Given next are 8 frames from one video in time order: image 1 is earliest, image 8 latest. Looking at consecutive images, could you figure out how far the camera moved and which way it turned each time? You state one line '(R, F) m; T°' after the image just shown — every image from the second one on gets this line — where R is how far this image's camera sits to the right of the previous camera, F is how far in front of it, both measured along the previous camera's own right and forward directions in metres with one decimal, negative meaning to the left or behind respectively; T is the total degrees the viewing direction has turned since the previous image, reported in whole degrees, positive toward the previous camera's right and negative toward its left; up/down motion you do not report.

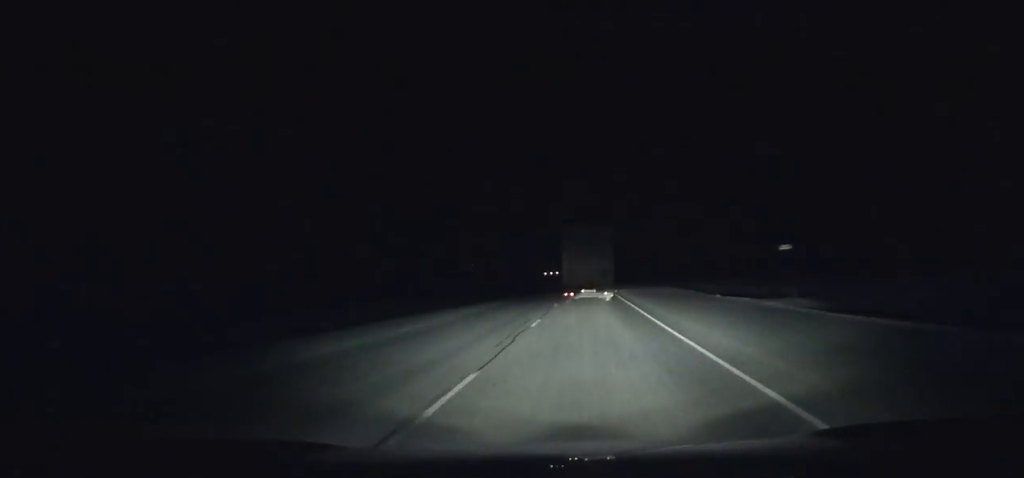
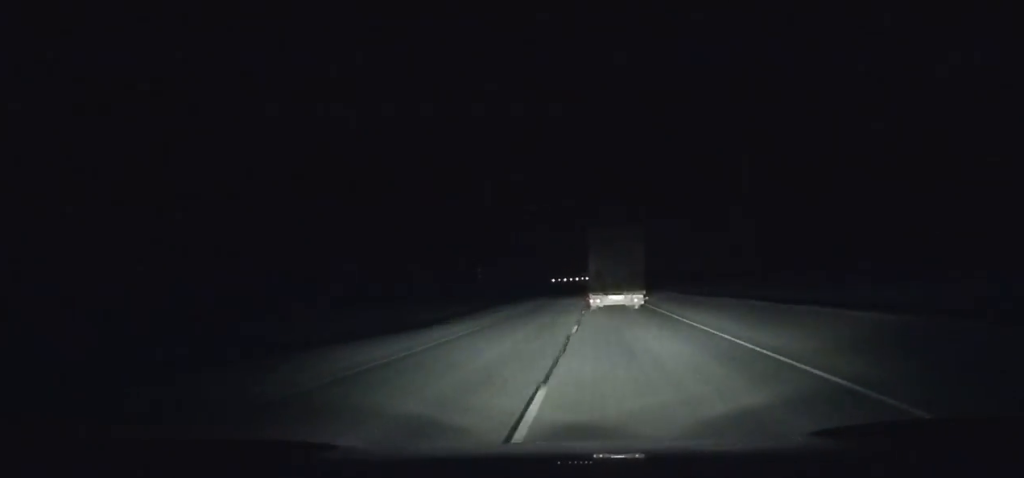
(-0.6, +36.1) m; +1°
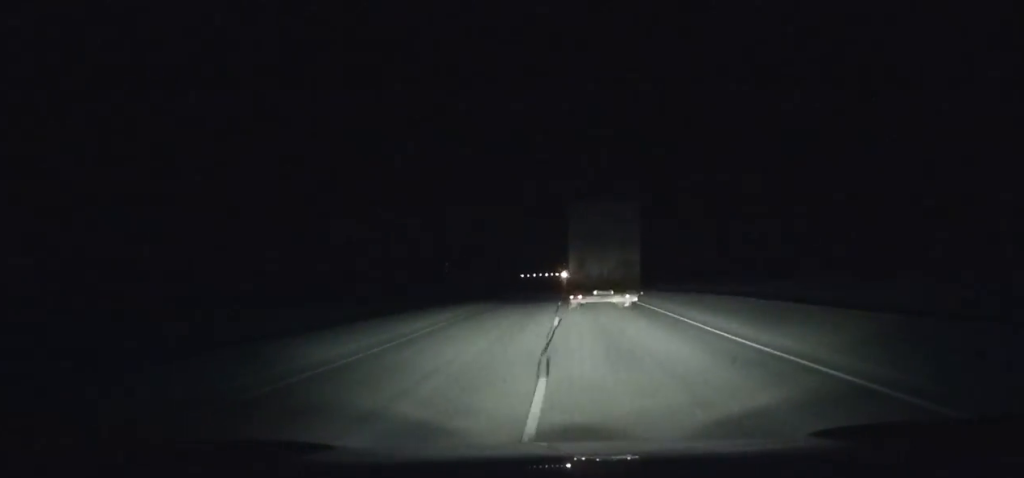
(+0.7, +45.0) m; +1°
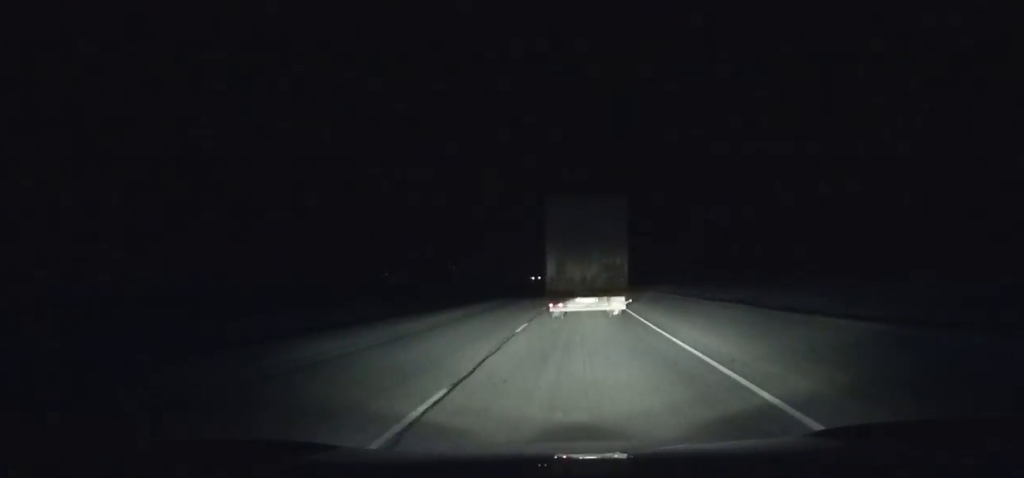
(+2.4, +99.0) m; 0°
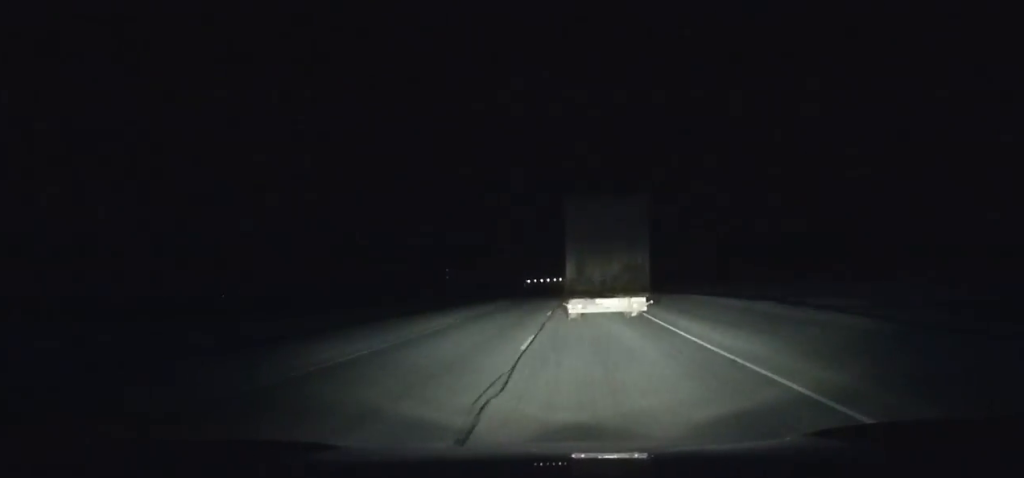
(-1.6, +64.8) m; -1°
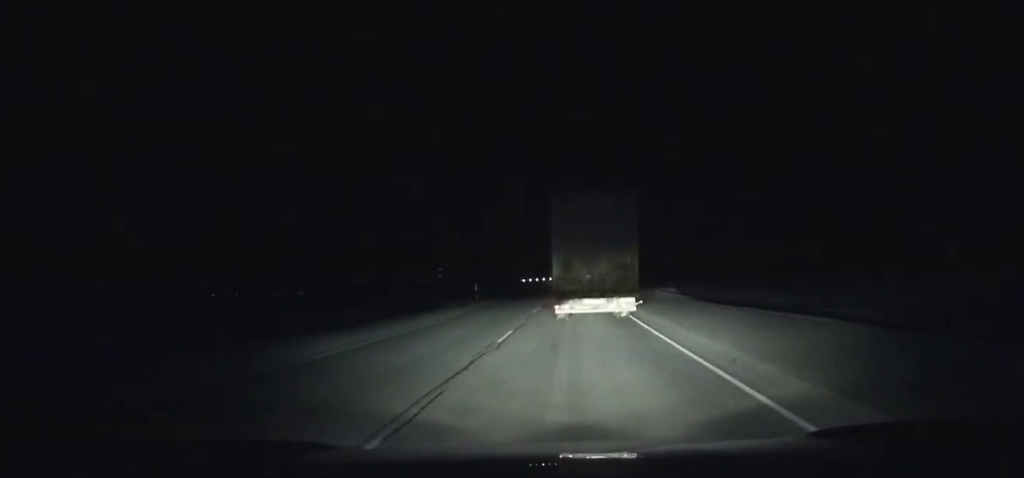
(0.0, +46.4) m; 0°
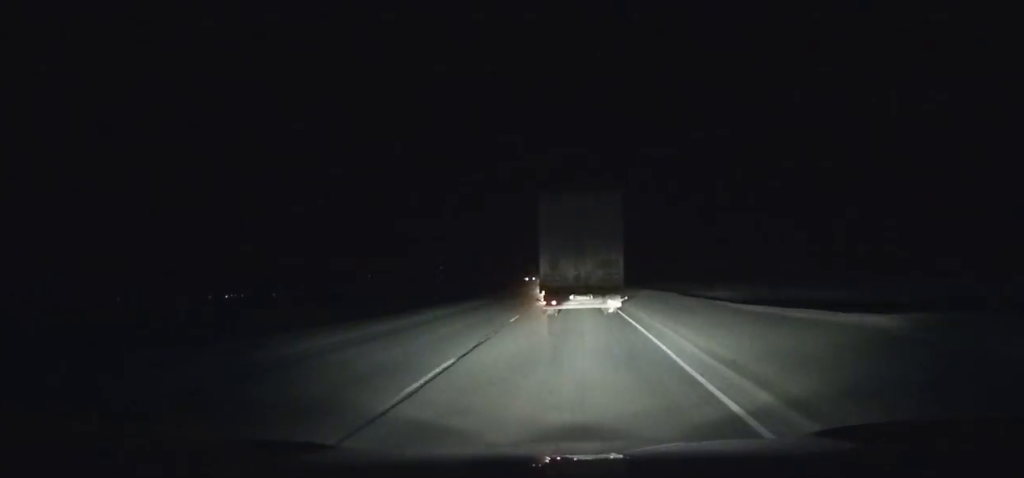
(-0.2, +55.8) m; -1°
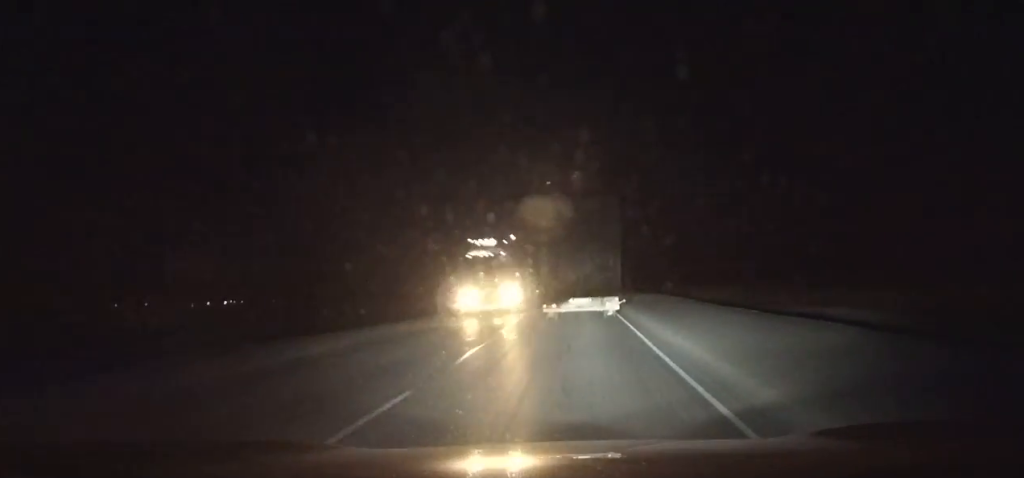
(+0.1, +27.9) m; -1°
